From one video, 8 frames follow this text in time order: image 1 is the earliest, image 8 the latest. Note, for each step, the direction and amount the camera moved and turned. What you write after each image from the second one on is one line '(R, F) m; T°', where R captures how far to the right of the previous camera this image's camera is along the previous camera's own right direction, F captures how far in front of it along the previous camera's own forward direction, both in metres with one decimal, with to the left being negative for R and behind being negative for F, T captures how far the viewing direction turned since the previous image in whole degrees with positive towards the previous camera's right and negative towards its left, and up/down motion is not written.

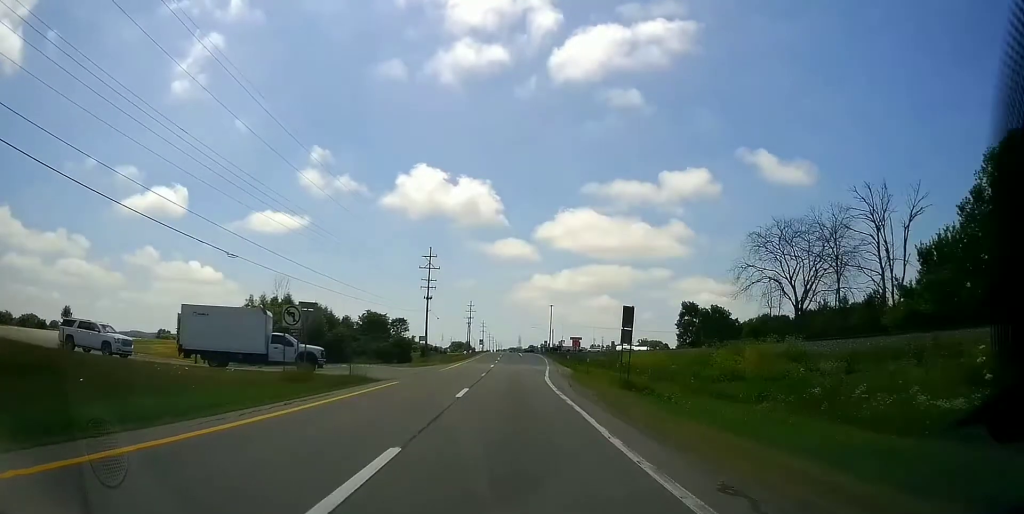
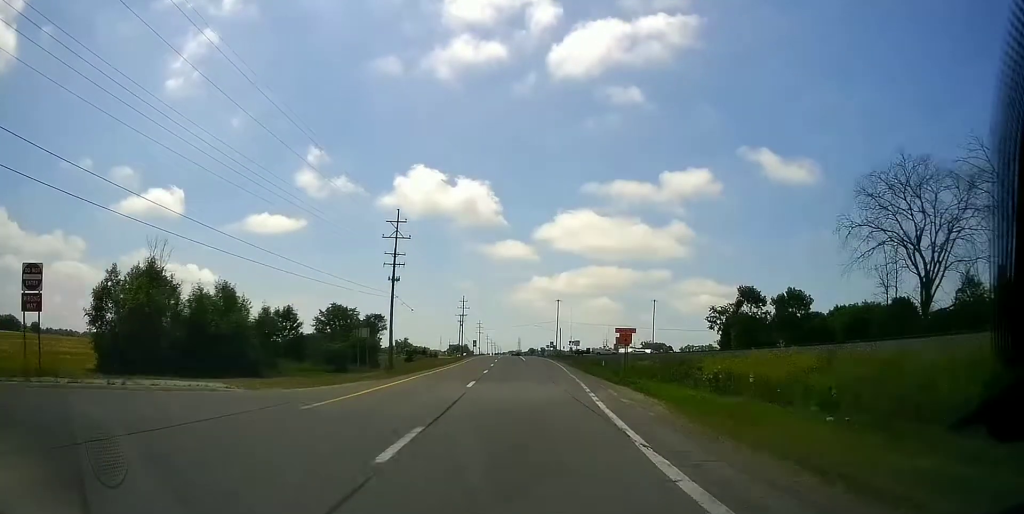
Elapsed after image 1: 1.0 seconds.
(0.0, +27.1) m; 0°
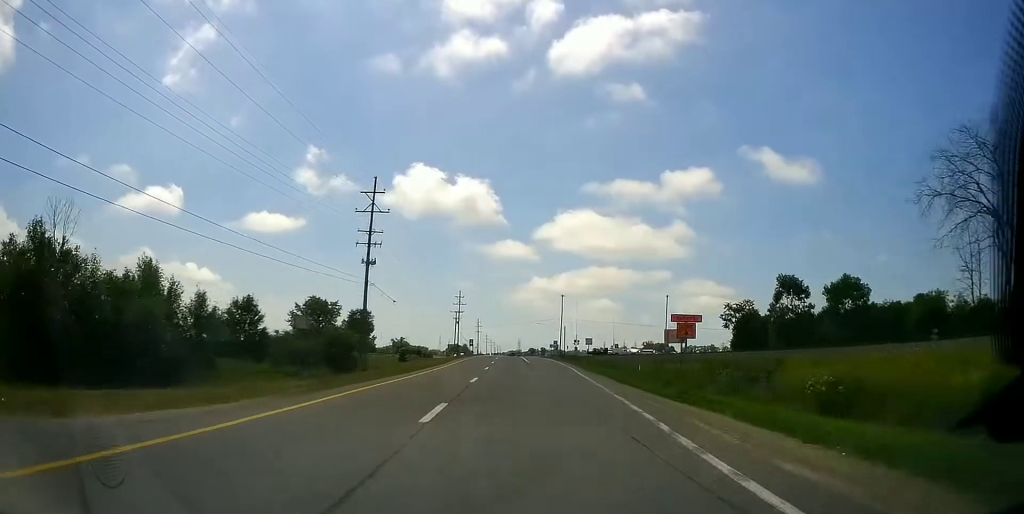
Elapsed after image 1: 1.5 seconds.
(0.0, +12.6) m; 0°
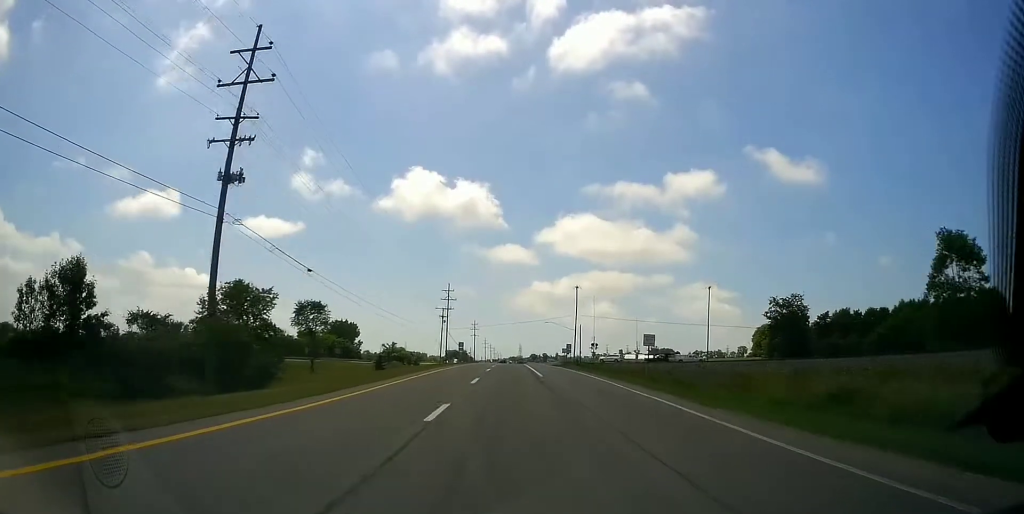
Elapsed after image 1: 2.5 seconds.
(0.0, +28.9) m; 0°
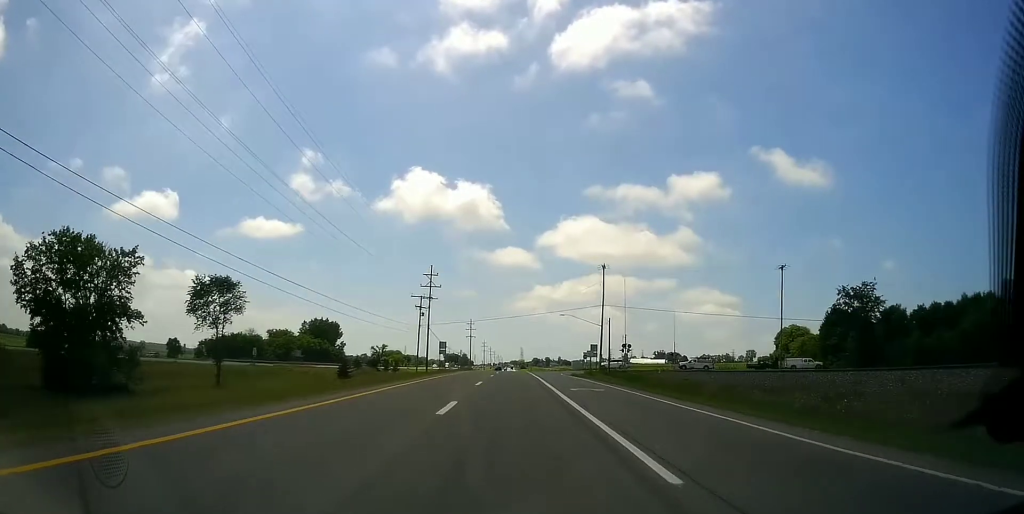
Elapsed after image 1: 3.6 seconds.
(0.0, +29.9) m; 0°
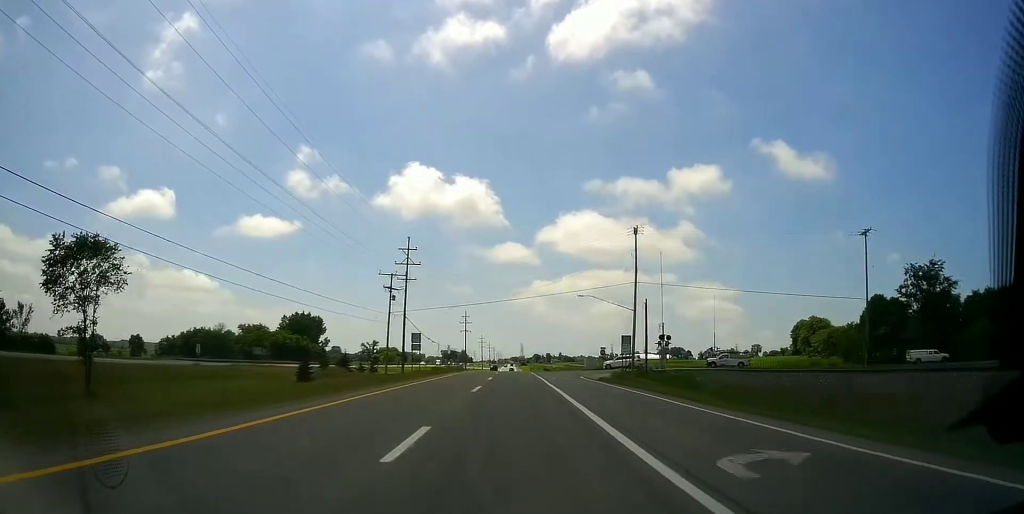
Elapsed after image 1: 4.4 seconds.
(-0.1, +20.8) m; 0°
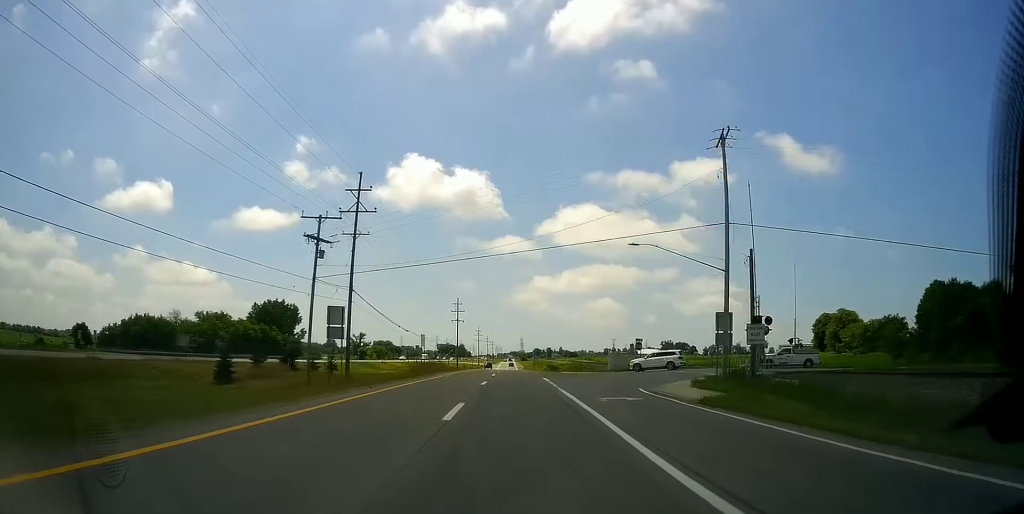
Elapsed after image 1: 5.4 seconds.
(-0.1, +25.8) m; 0°
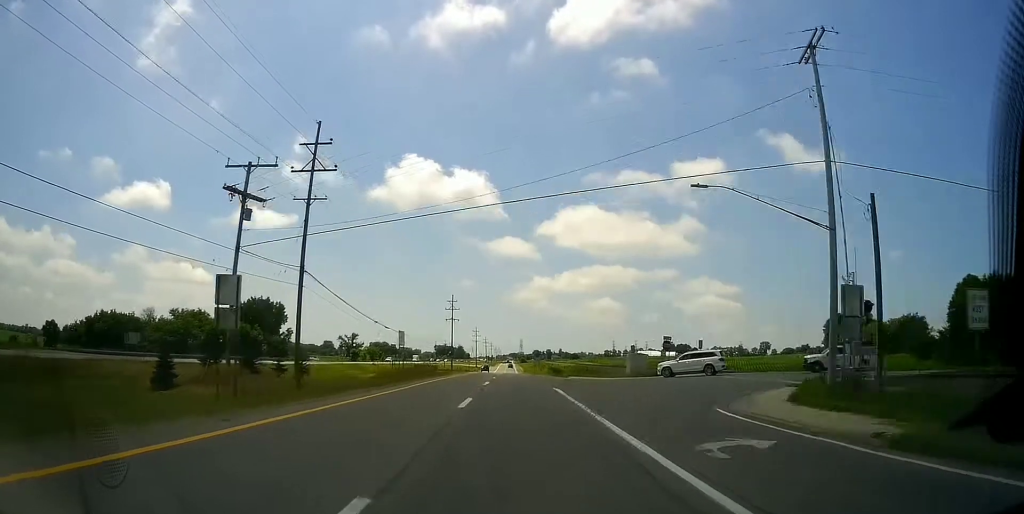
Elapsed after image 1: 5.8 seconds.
(0.0, +11.4) m; 0°
